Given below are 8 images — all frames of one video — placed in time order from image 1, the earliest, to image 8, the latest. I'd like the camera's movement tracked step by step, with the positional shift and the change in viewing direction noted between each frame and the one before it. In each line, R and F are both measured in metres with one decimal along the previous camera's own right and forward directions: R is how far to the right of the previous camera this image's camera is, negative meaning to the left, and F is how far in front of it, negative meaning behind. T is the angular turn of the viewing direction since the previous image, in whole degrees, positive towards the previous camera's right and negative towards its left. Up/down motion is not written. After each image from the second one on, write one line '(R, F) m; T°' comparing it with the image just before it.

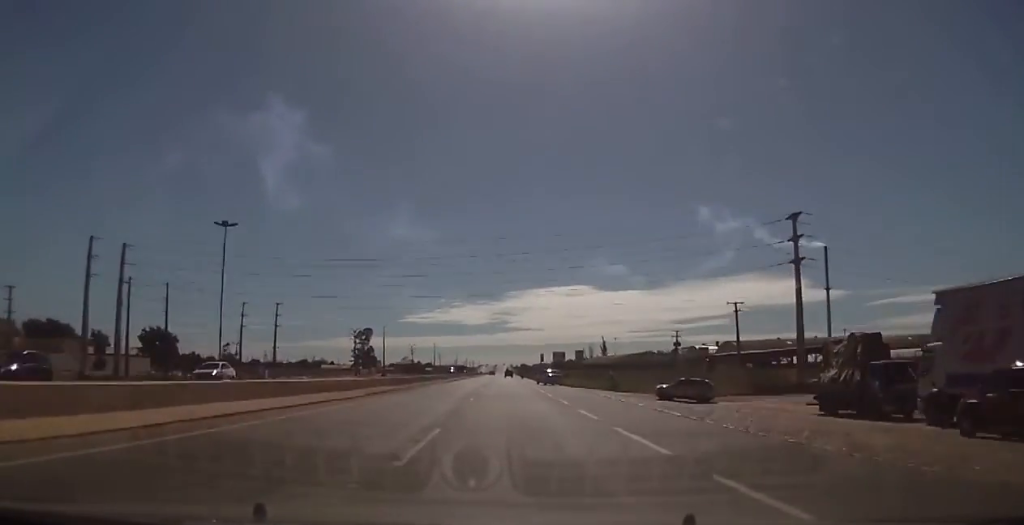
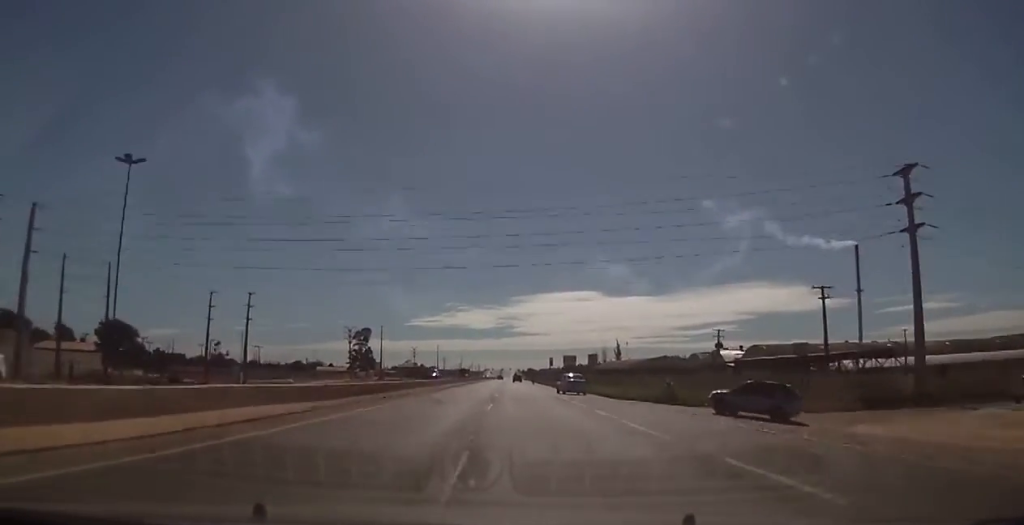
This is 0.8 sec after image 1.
(0.0, +20.3) m; 0°
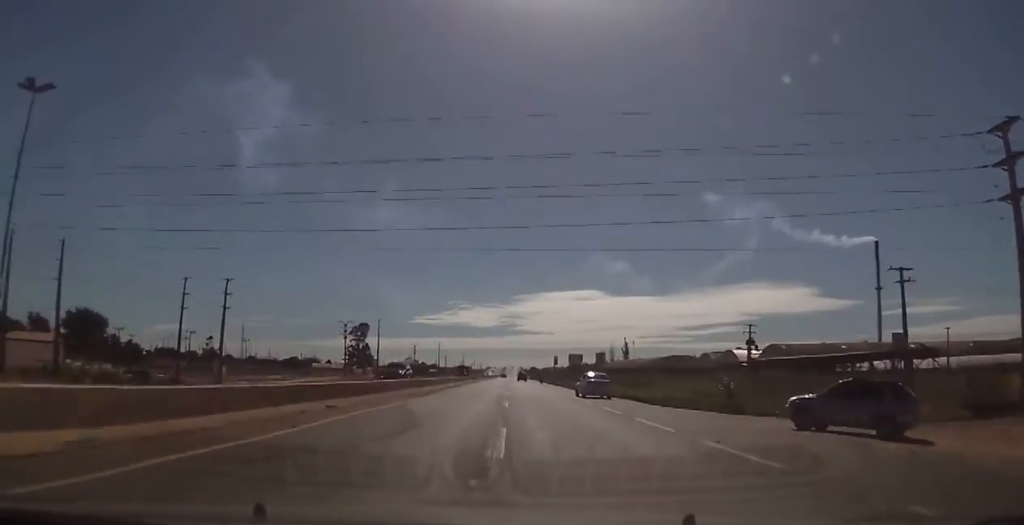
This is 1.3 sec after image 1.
(0.0, +11.8) m; 0°
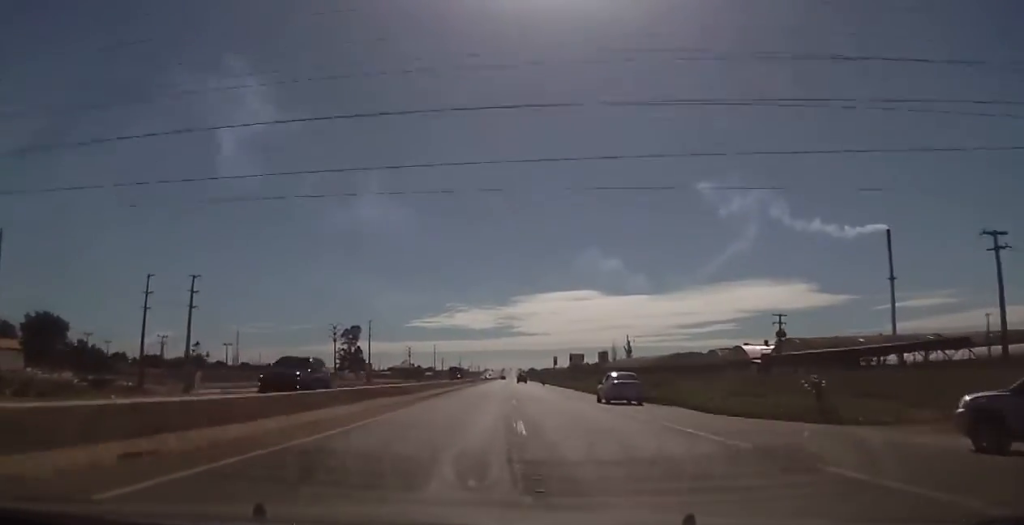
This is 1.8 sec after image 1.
(0.0, +11.4) m; 0°
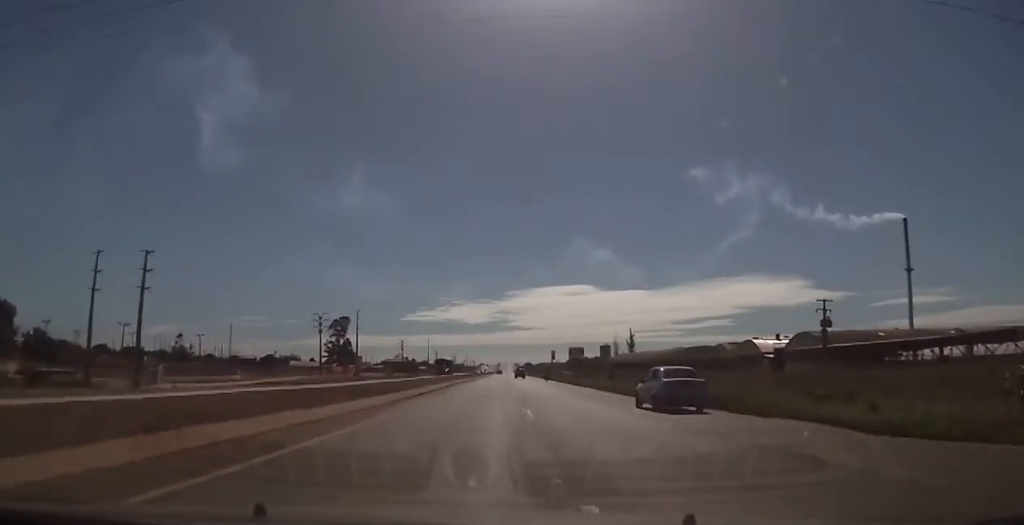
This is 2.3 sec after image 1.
(+0.1, +13.5) m; 0°
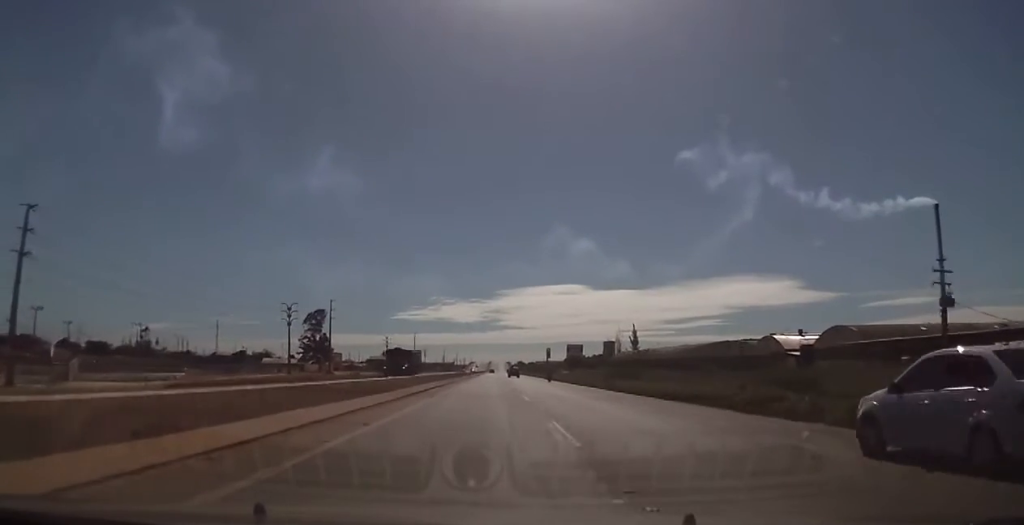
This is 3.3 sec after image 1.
(0.0, +22.5) m; 0°
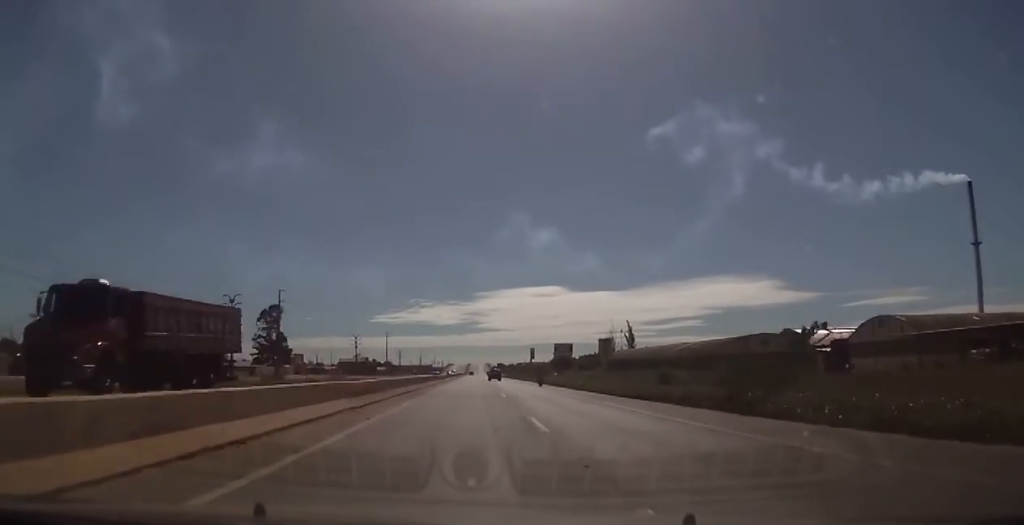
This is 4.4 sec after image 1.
(+0.2, +27.0) m; +1°
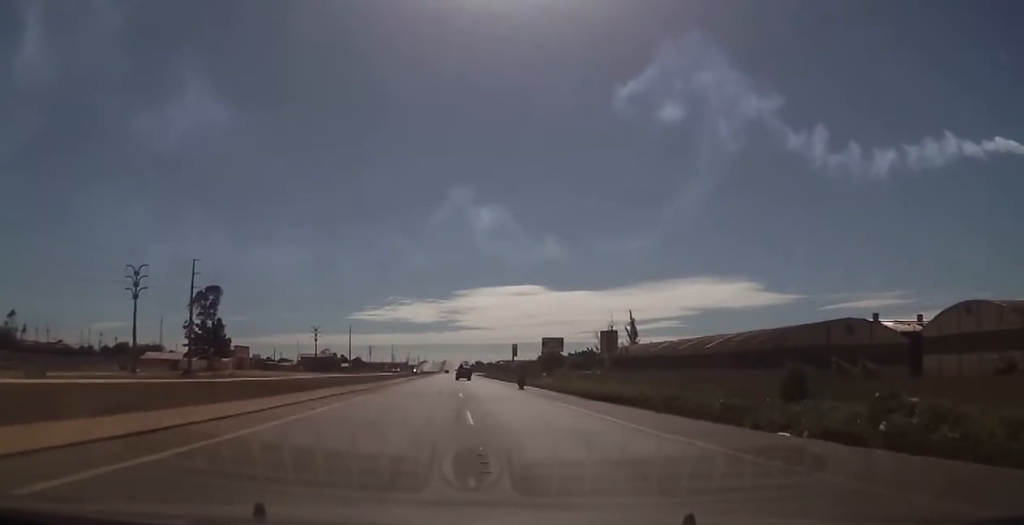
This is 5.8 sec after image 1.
(+0.4, +38.7) m; +1°
